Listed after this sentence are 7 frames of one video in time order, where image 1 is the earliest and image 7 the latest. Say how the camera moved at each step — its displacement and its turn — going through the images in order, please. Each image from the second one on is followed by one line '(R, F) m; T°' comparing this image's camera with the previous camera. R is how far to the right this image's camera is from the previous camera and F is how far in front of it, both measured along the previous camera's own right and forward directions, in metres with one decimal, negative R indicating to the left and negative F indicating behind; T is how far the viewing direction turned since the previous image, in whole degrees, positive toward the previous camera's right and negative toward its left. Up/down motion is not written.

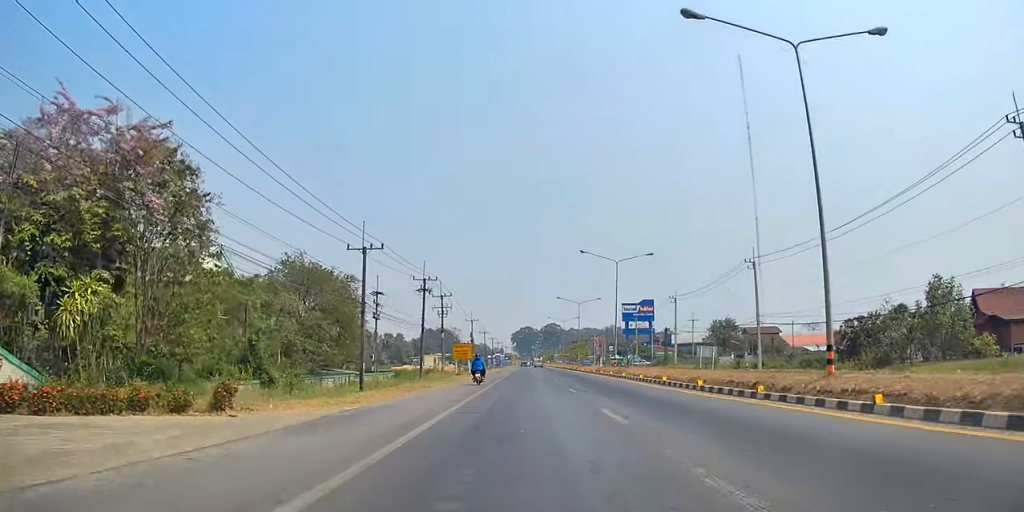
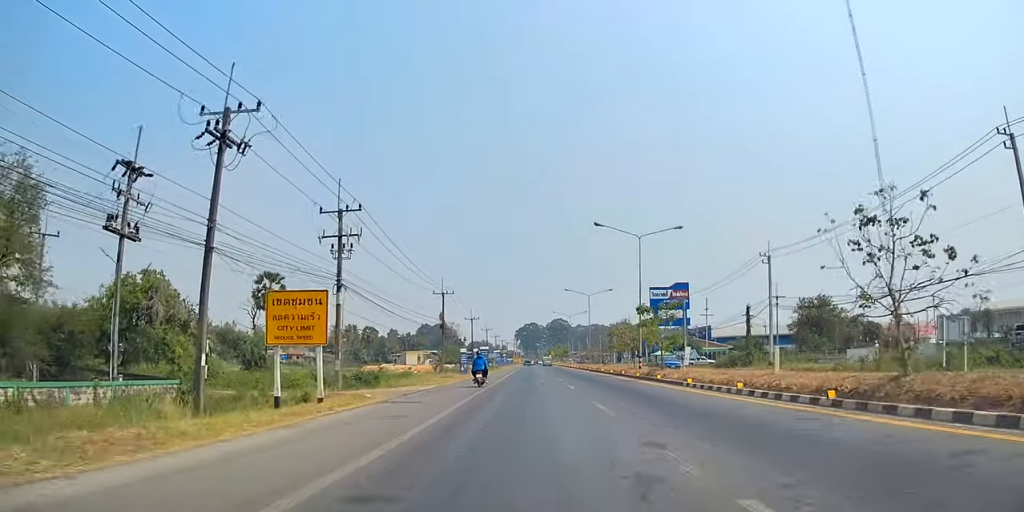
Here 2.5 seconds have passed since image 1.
(0.0, +45.8) m; 0°
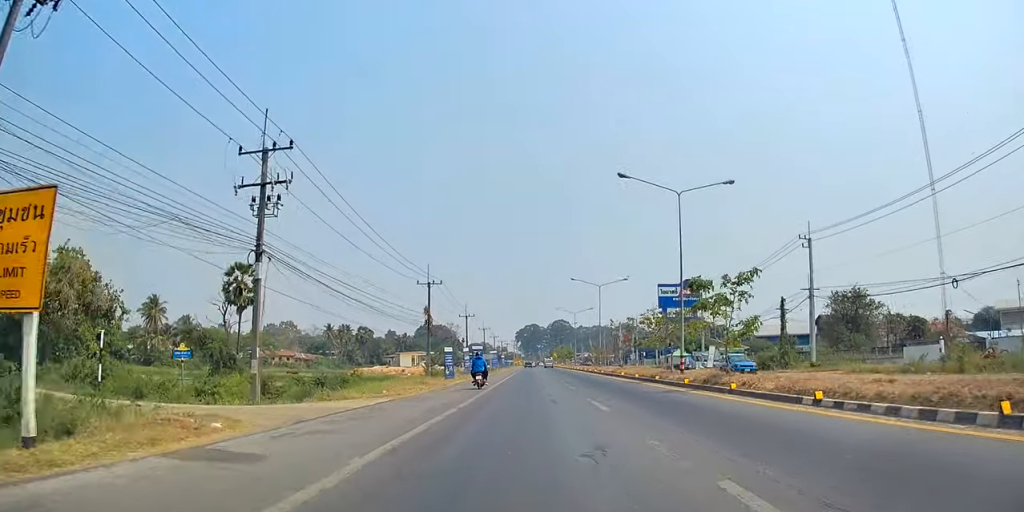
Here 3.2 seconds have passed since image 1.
(0.0, +11.9) m; 0°
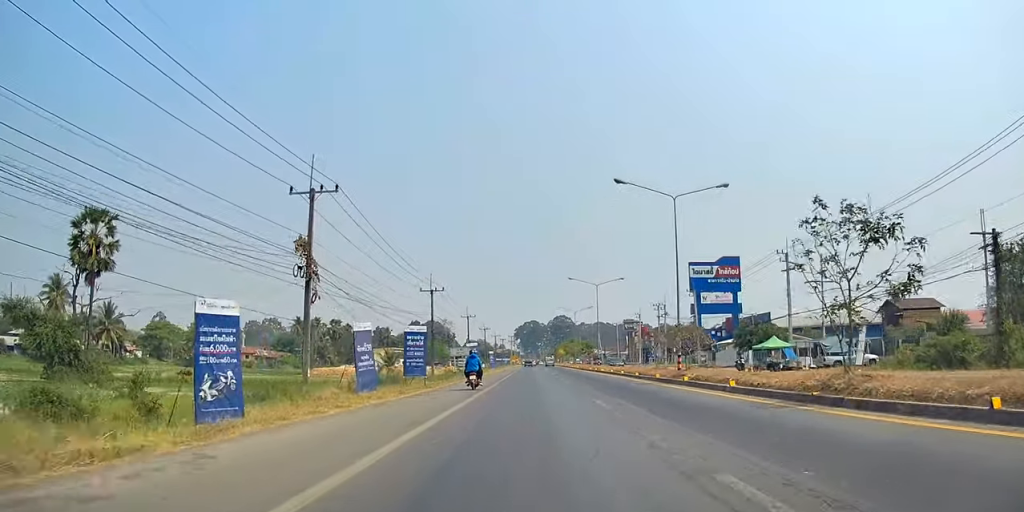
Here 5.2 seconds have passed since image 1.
(0.0, +36.9) m; +1°
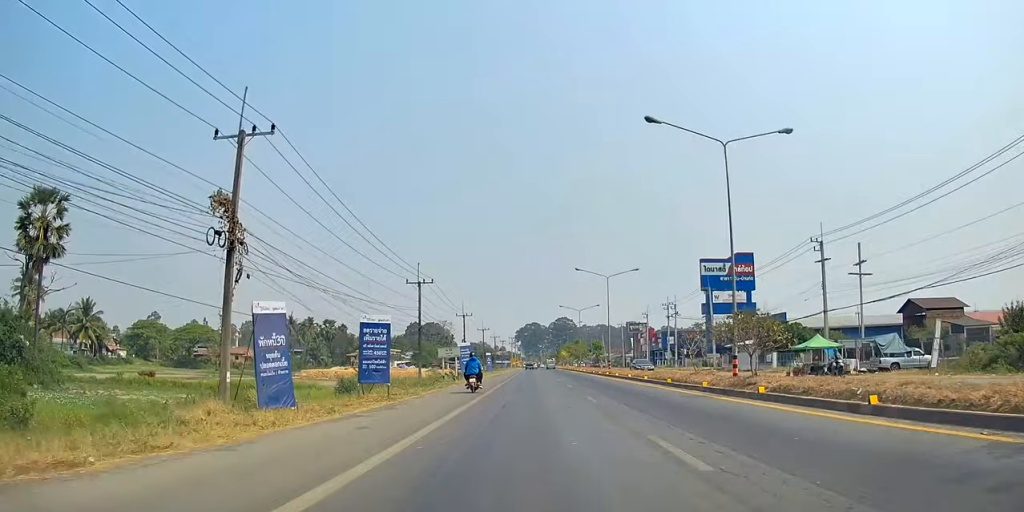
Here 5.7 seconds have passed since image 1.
(+0.1, +9.1) m; 0°
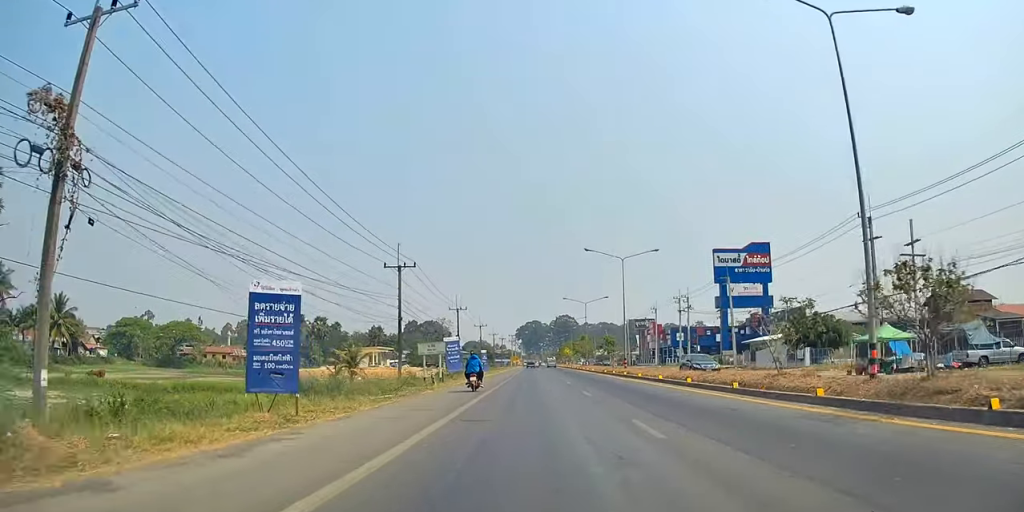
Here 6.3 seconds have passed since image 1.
(0.0, +10.2) m; 0°
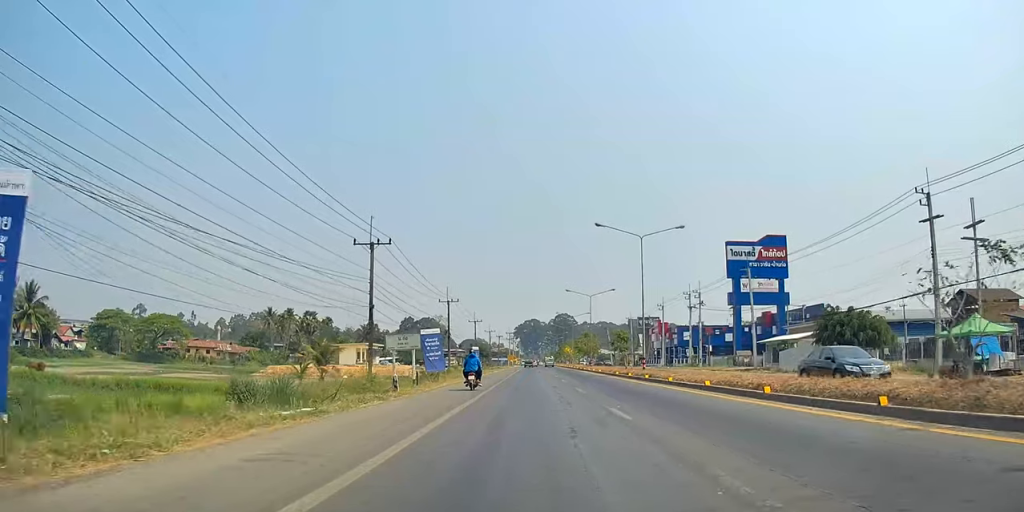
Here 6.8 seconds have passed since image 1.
(+0.1, +9.3) m; -1°
